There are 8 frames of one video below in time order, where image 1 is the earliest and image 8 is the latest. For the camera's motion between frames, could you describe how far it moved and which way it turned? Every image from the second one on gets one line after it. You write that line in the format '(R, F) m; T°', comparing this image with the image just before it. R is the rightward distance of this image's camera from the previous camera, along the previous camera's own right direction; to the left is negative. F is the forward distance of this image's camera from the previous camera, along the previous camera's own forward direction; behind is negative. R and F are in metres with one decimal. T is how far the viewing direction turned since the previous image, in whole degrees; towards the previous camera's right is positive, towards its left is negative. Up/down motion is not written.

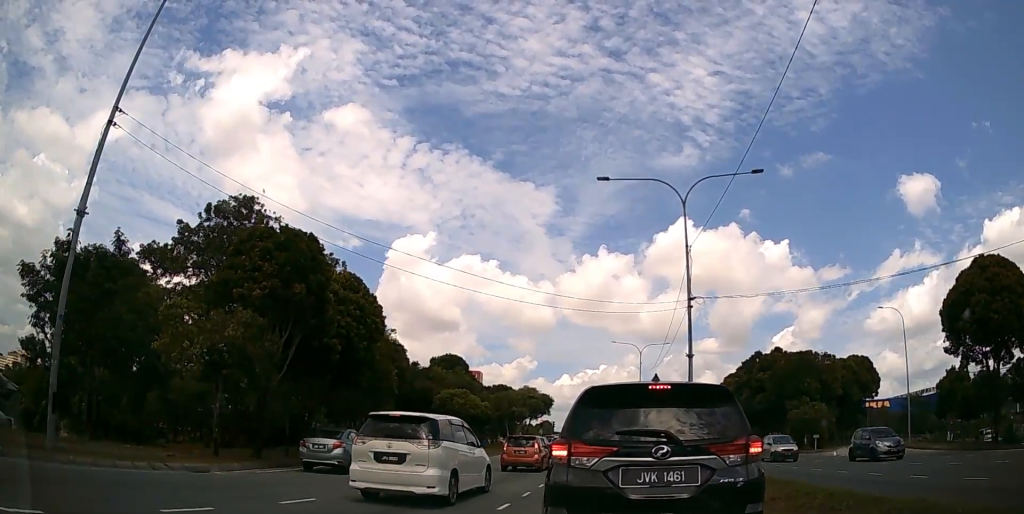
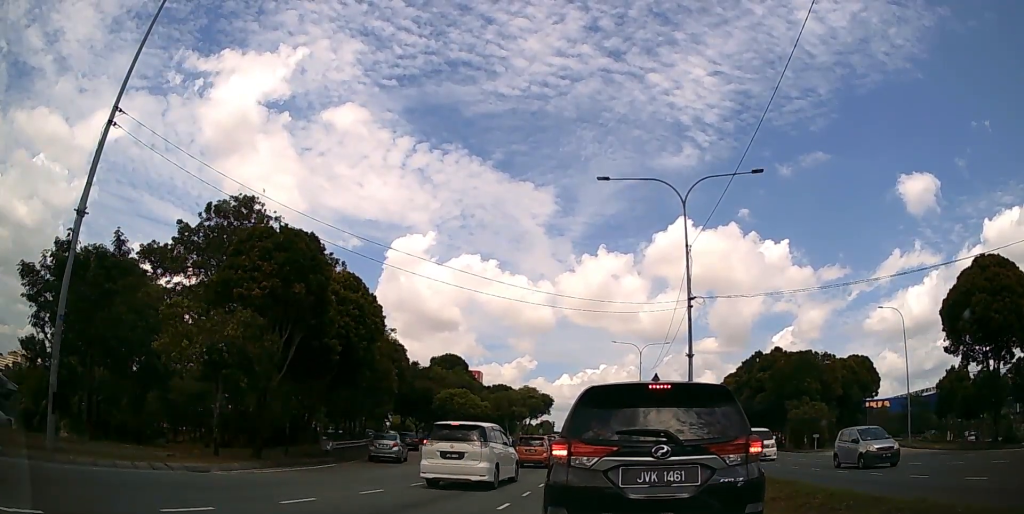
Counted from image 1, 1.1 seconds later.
(0.0, 0.0) m; 0°
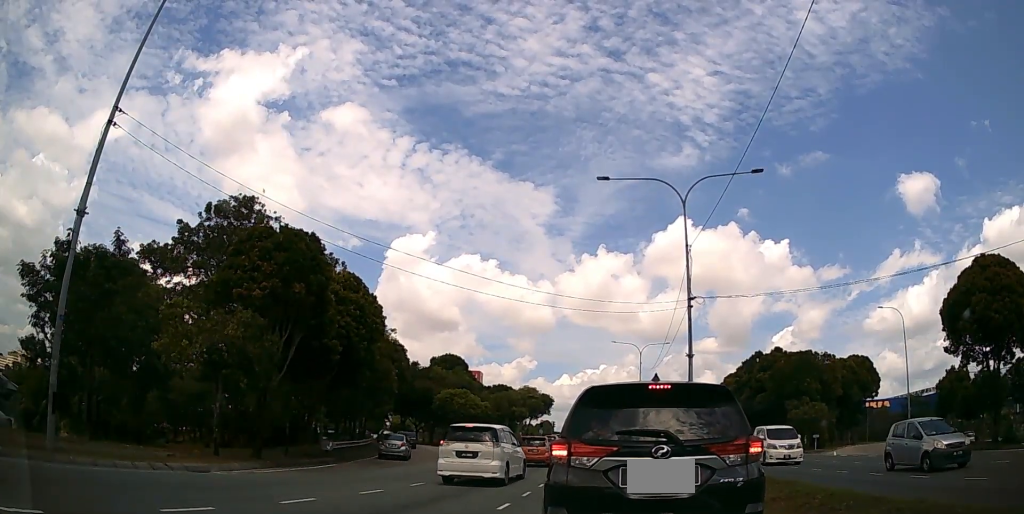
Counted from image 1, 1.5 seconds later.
(0.0, 0.0) m; 0°
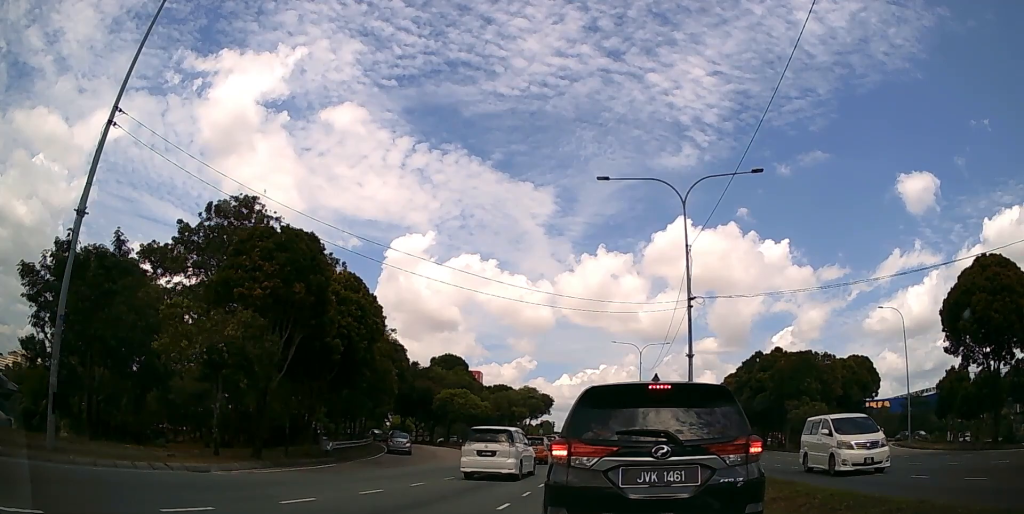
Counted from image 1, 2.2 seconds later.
(0.0, 0.0) m; 0°
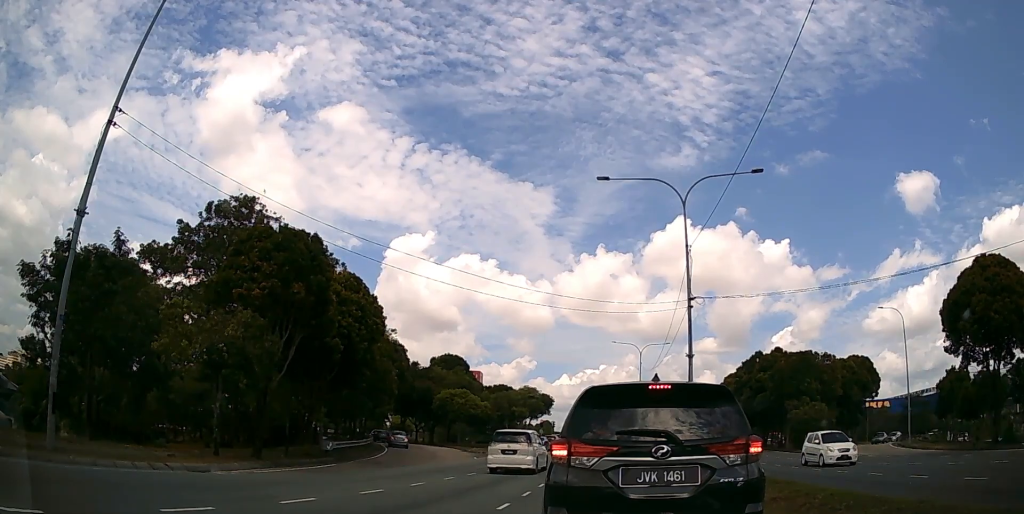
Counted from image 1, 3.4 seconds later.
(0.0, 0.0) m; 0°
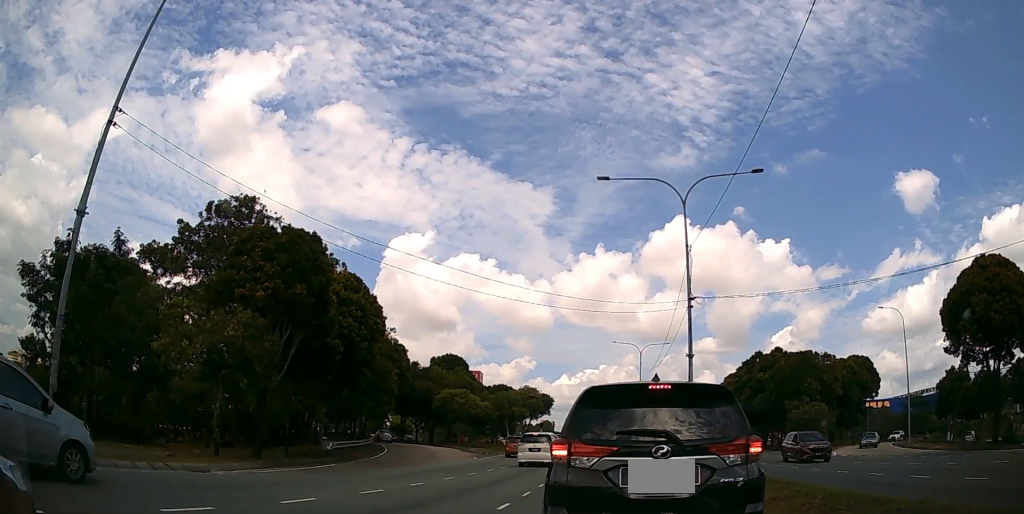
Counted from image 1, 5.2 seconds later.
(0.0, 0.0) m; 0°
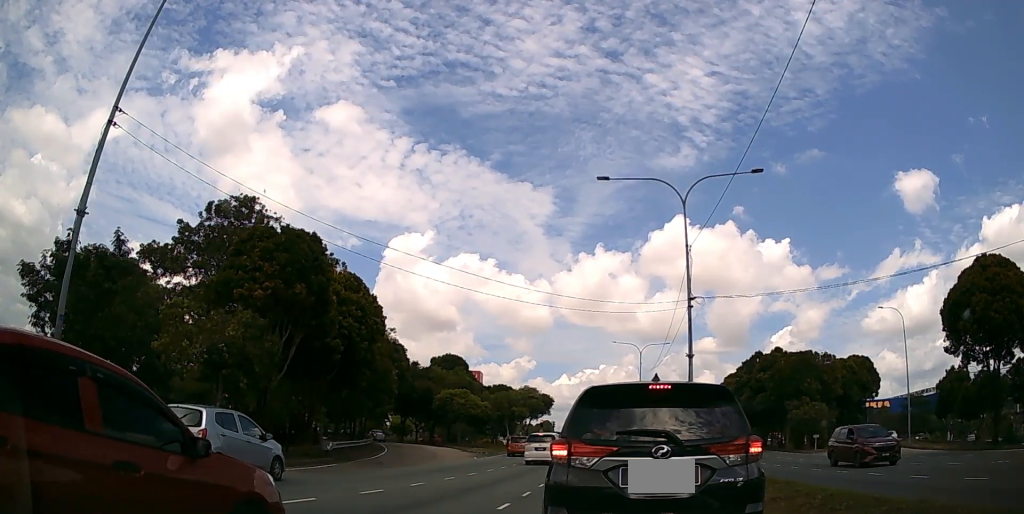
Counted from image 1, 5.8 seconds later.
(0.0, 0.0) m; 0°
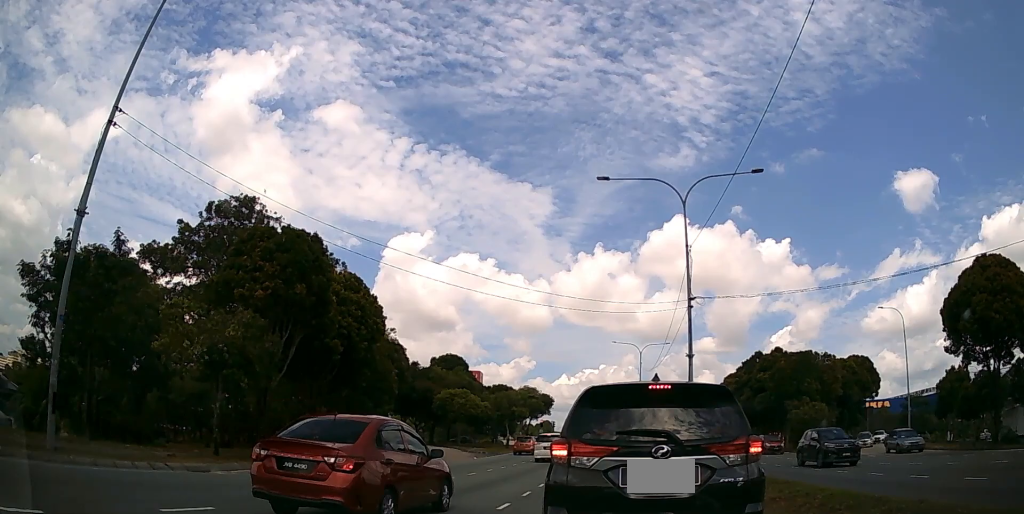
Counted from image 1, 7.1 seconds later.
(0.0, 0.0) m; 0°
